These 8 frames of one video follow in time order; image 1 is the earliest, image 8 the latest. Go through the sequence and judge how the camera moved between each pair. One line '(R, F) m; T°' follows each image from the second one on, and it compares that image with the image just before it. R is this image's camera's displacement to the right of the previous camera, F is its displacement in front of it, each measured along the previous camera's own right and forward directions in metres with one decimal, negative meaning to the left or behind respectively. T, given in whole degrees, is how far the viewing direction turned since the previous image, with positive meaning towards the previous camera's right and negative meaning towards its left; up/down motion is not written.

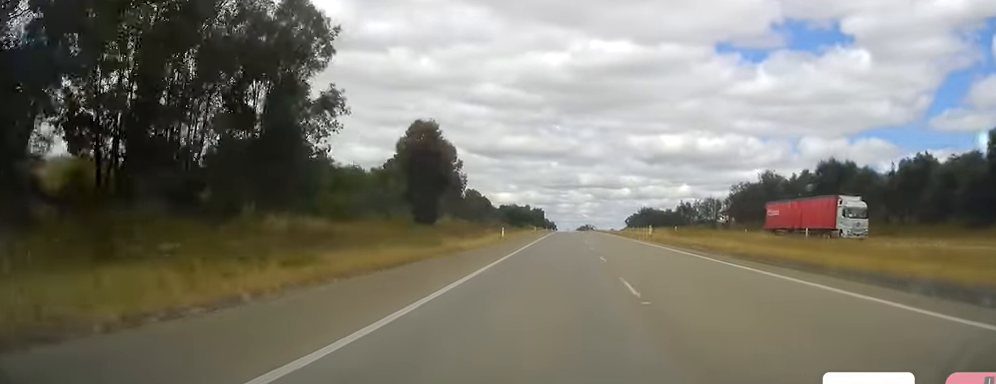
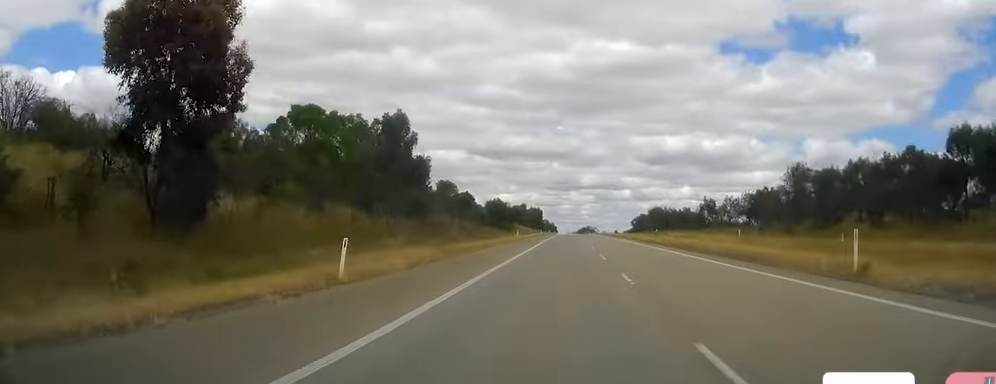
(-0.2, +43.5) m; -1°
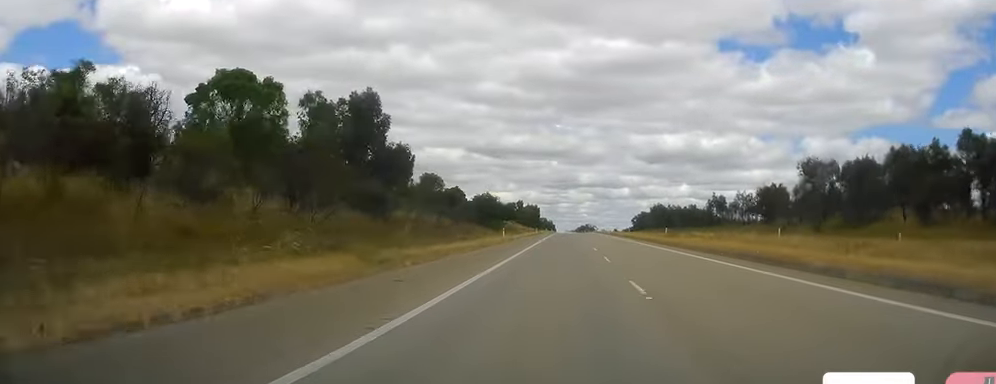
(-0.5, +15.1) m; 0°
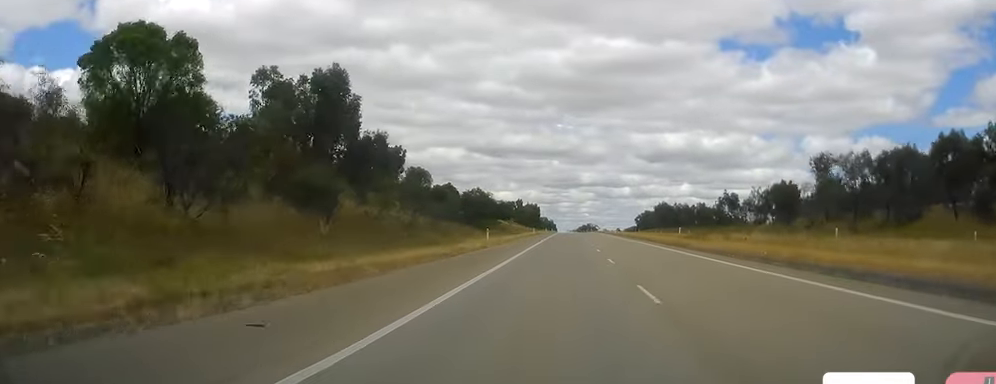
(+0.4, +13.3) m; 0°
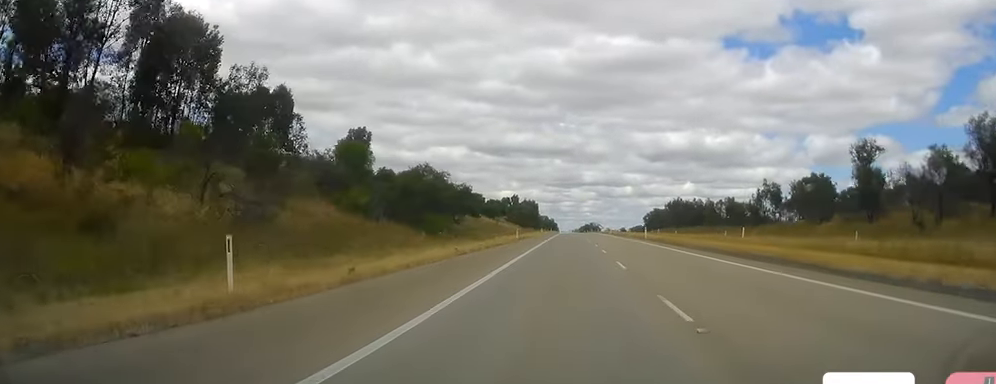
(+0.3, +38.2) m; +1°
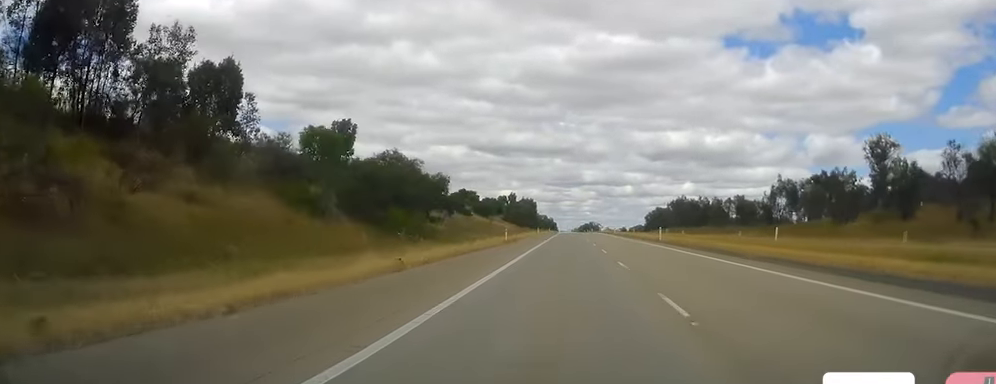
(0.0, +11.5) m; 0°
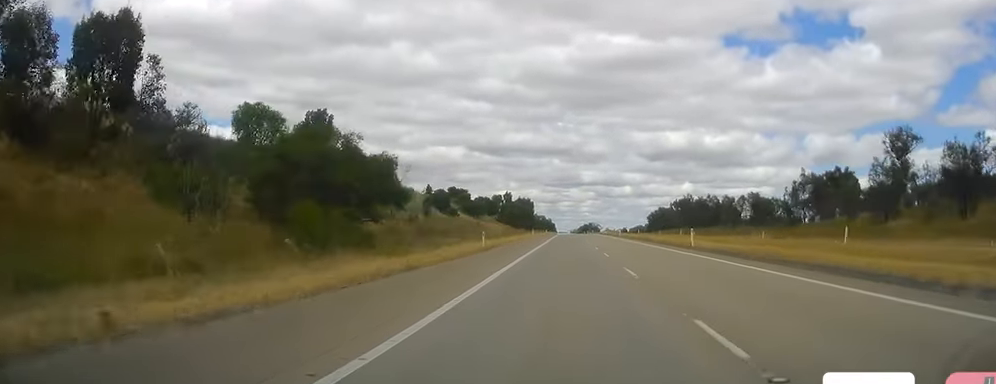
(+0.2, +15.4) m; 0°
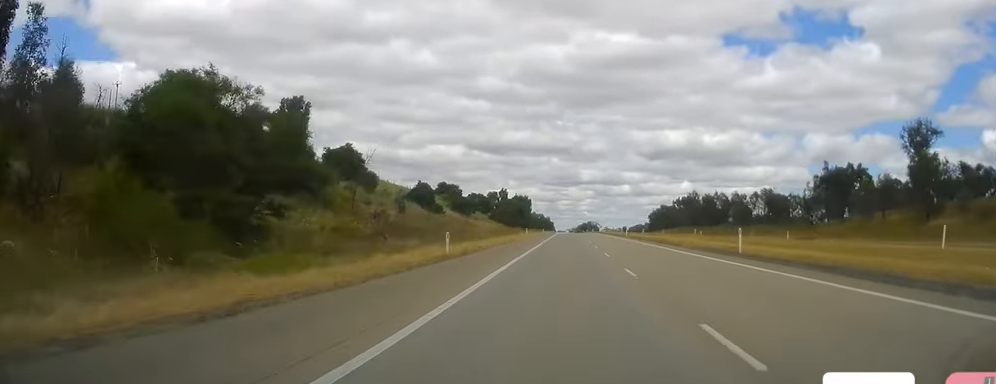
(+0.1, +12.5) m; 0°
